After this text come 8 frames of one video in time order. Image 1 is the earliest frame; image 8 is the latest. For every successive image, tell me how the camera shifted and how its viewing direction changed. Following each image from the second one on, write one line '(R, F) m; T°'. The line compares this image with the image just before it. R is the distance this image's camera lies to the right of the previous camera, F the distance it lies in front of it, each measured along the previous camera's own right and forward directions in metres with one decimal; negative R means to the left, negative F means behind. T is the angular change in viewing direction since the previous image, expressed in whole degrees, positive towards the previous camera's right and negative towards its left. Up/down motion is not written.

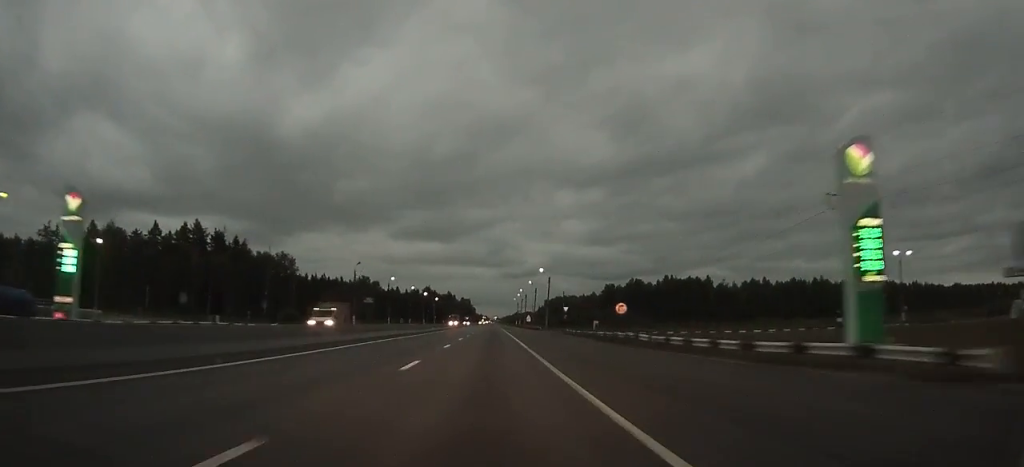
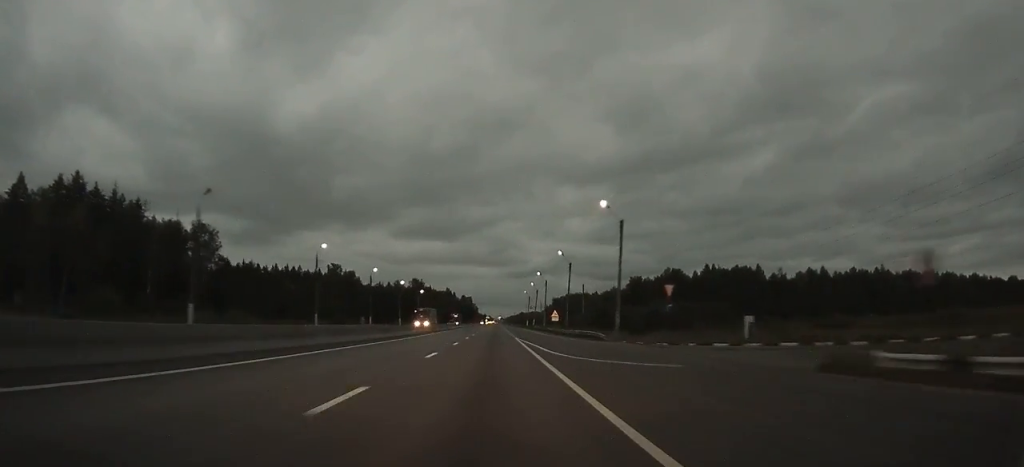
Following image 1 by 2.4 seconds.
(0.0, +54.5) m; 0°
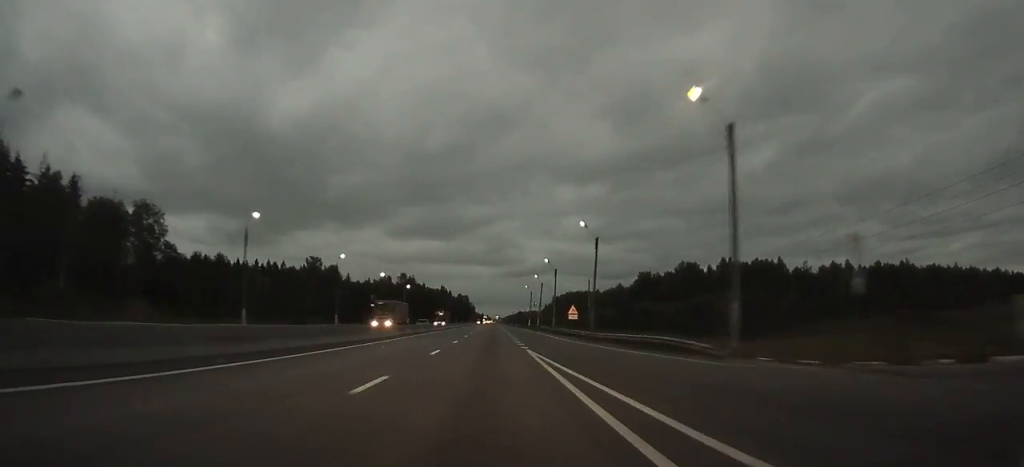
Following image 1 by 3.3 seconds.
(0.0, +21.4) m; 0°
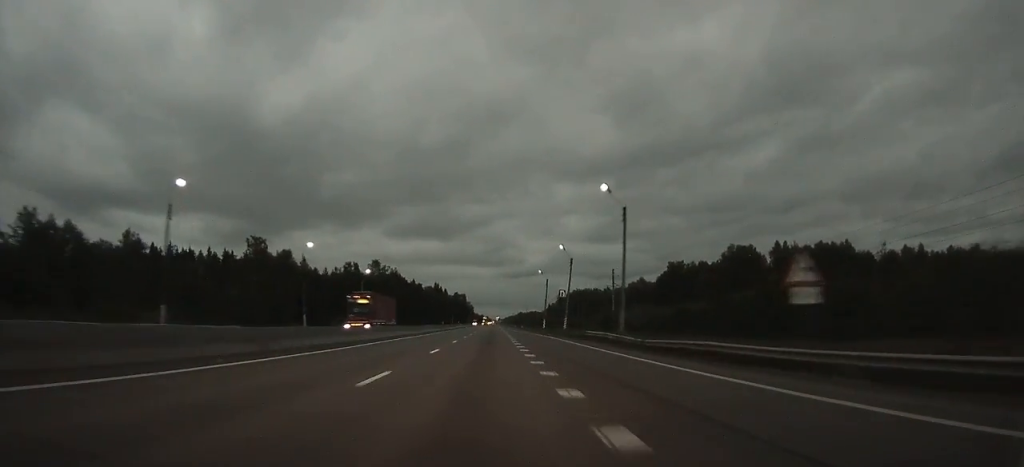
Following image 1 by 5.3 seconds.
(0.0, +46.3) m; 0°
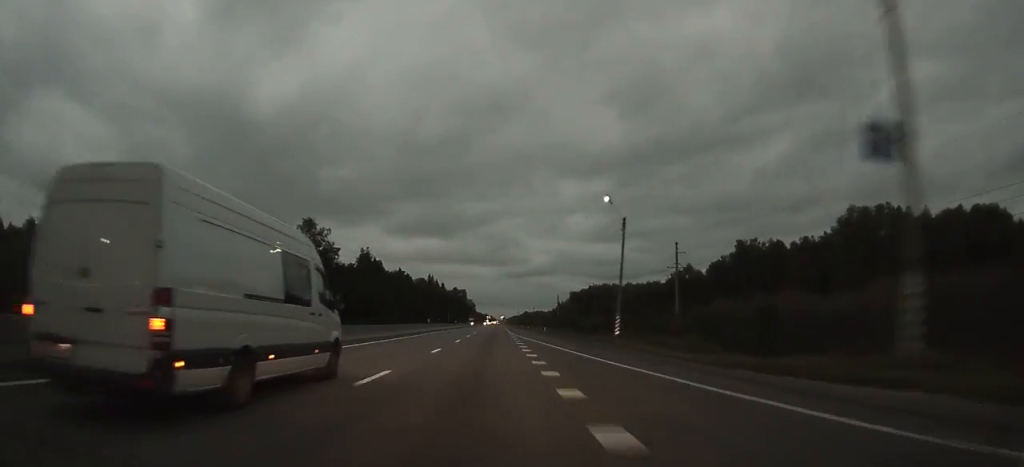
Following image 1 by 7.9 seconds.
(+0.1, +59.7) m; 0°
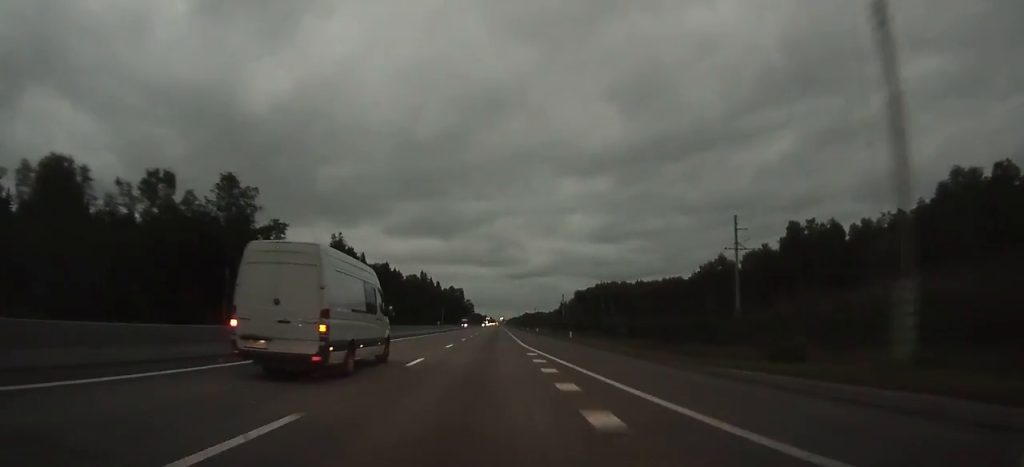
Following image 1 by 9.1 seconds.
(0.0, +30.4) m; 0°
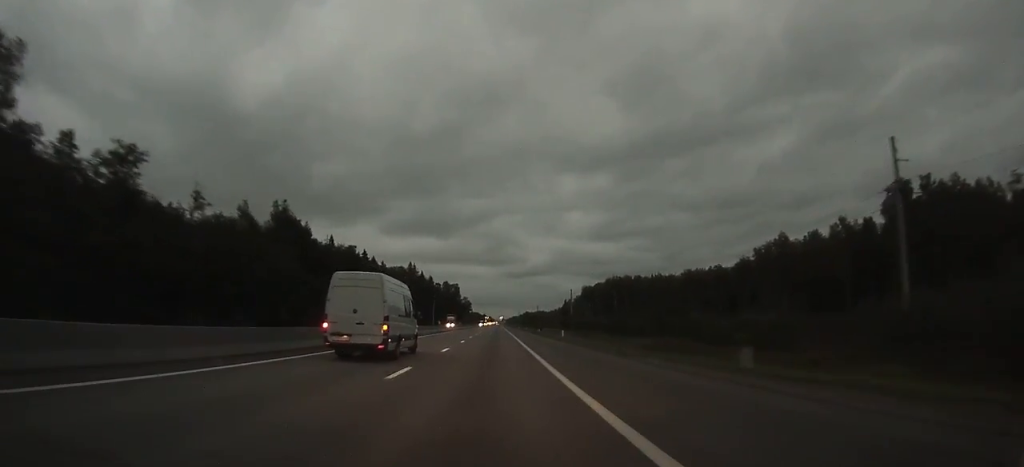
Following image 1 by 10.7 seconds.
(-0.1, +38.9) m; 0°
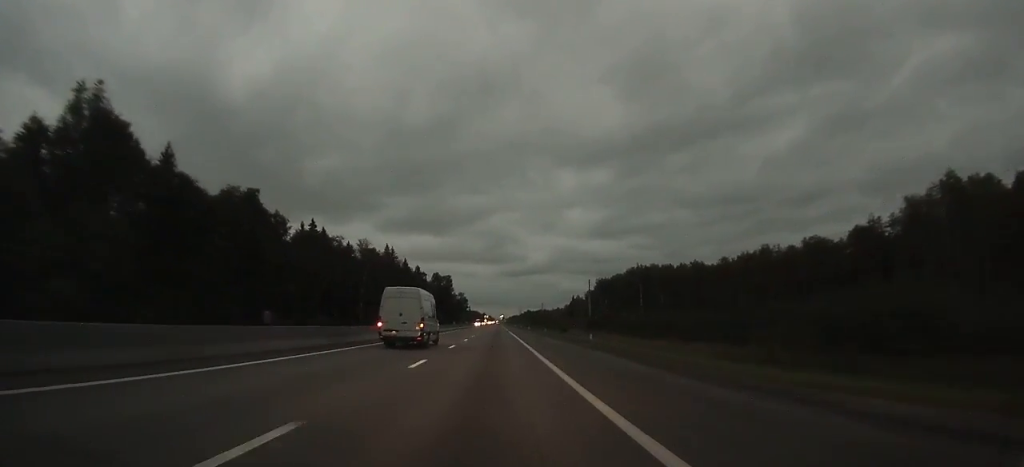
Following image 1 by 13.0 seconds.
(0.0, +56.4) m; 0°
